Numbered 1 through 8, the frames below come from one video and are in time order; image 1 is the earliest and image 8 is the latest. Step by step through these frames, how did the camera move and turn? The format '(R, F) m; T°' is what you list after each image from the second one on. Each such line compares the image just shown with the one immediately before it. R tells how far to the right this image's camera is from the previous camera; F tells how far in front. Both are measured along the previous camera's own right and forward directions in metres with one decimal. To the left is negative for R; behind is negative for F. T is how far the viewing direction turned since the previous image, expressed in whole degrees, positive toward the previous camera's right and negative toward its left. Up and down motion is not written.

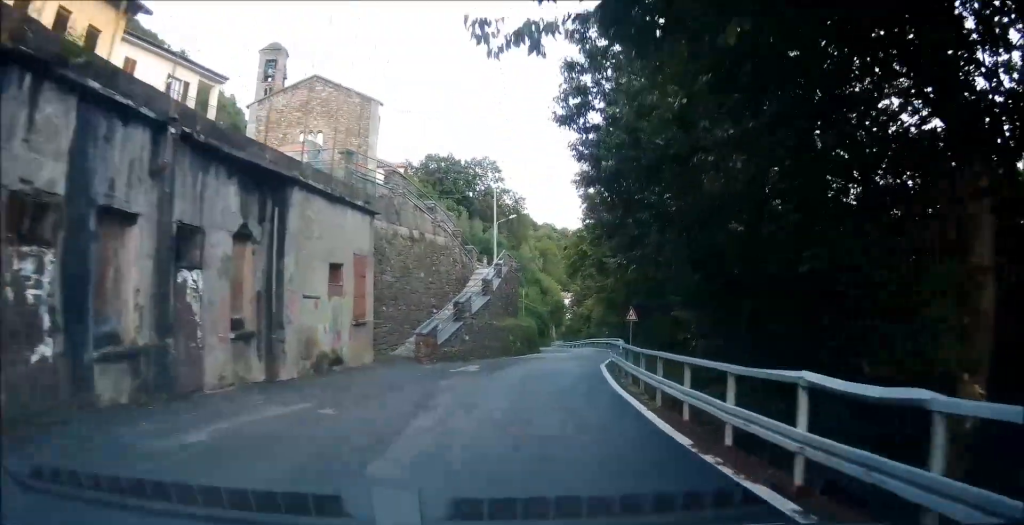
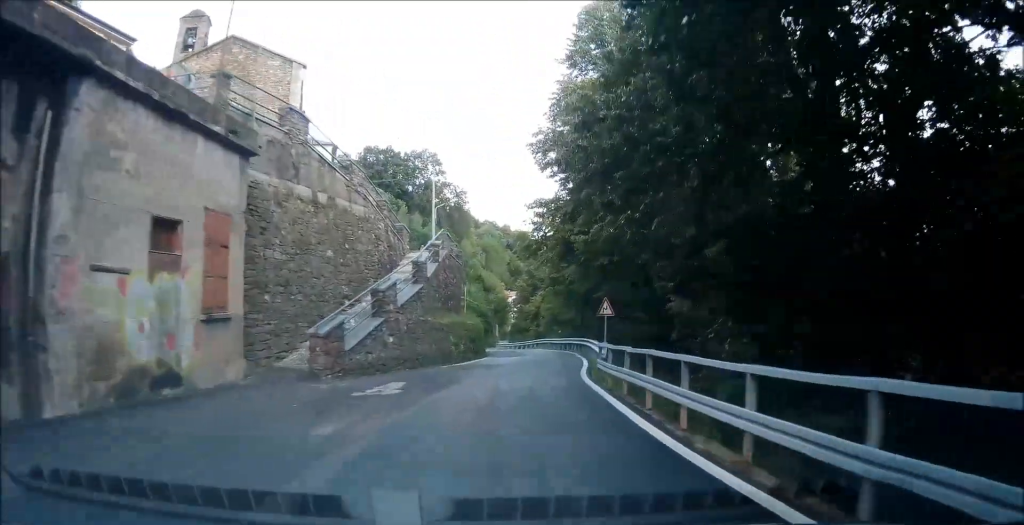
(-0.7, +6.4) m; -6°
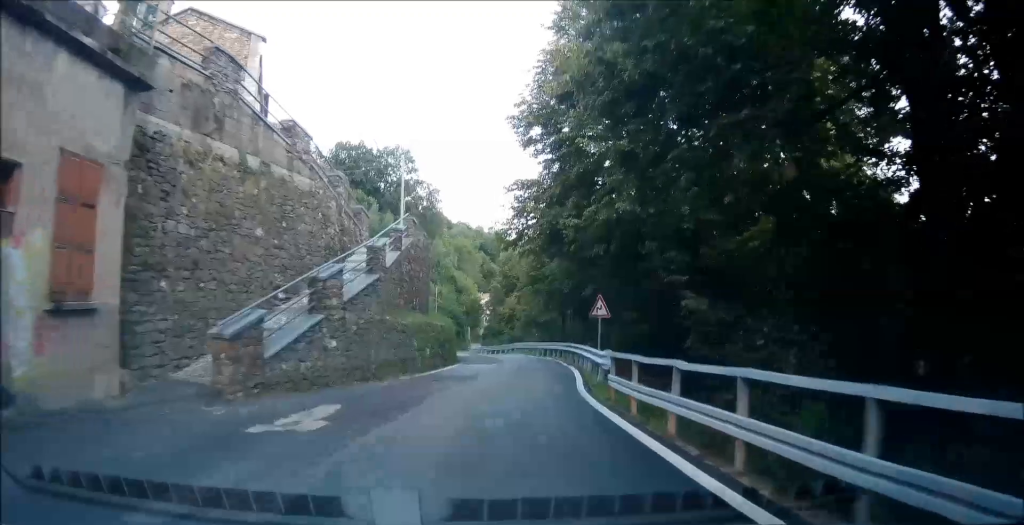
(-0.1, +3.8) m; +2°
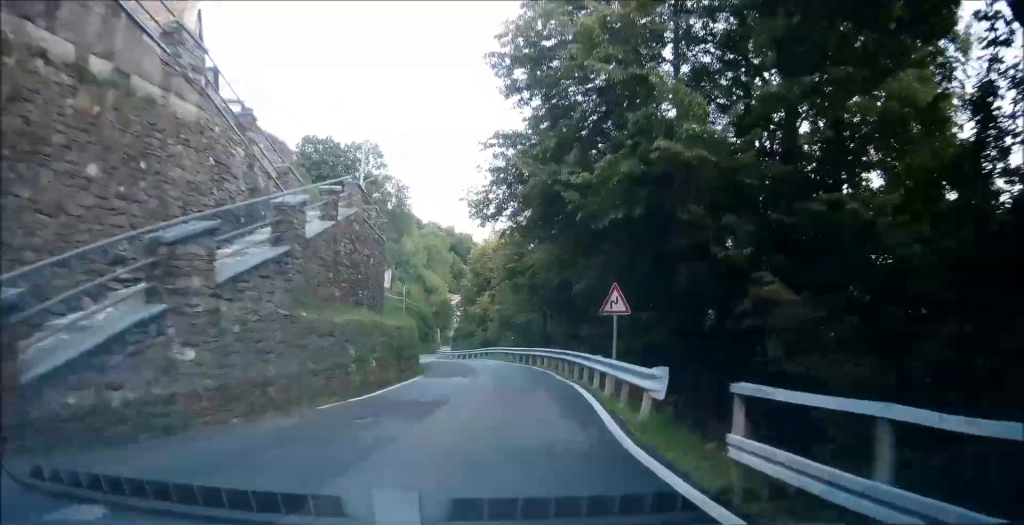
(+0.4, +5.7) m; +5°
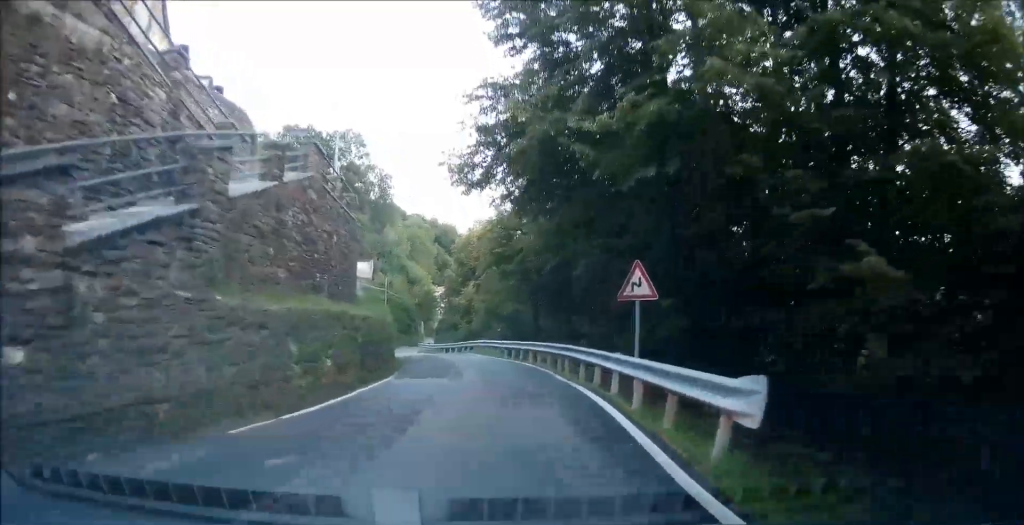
(+0.1, +3.1) m; +1°
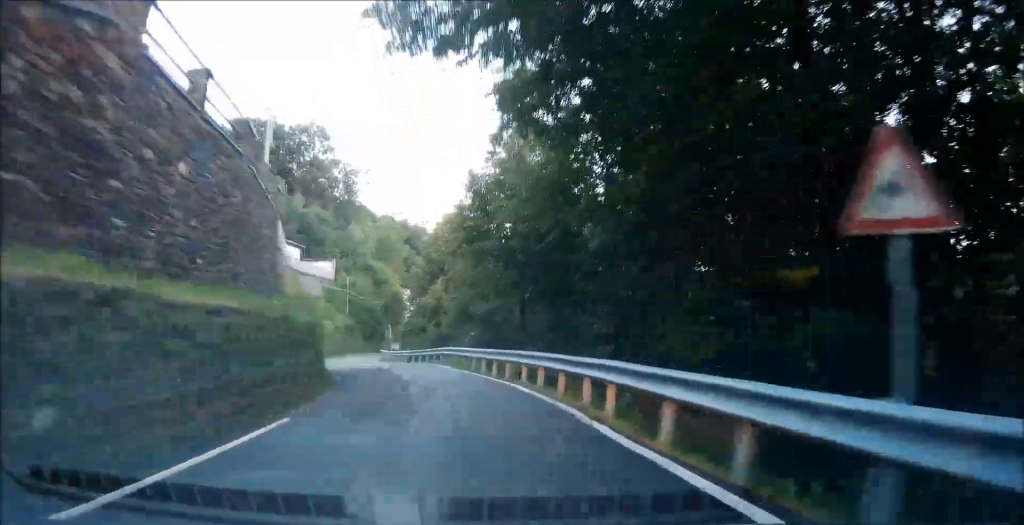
(+0.1, +7.4) m; 0°
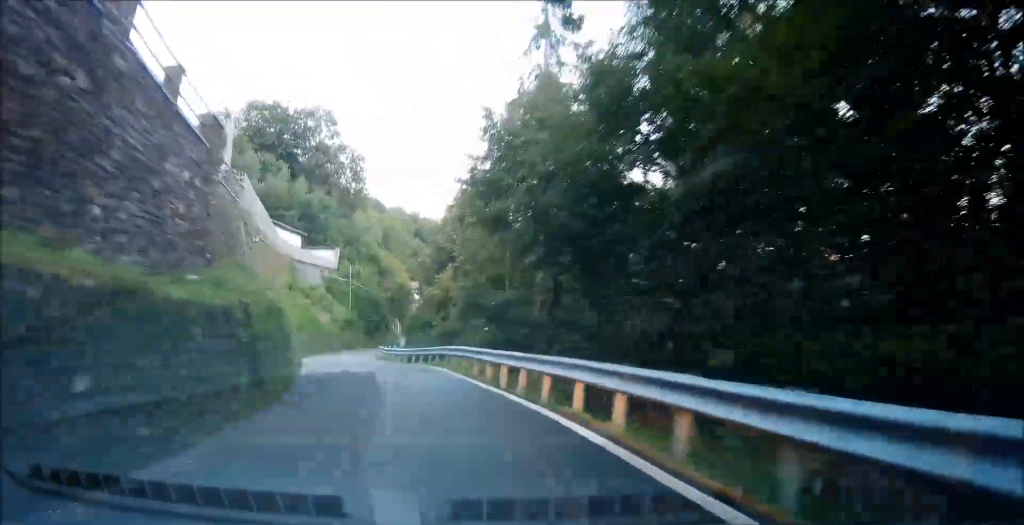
(0.0, +5.6) m; -1°
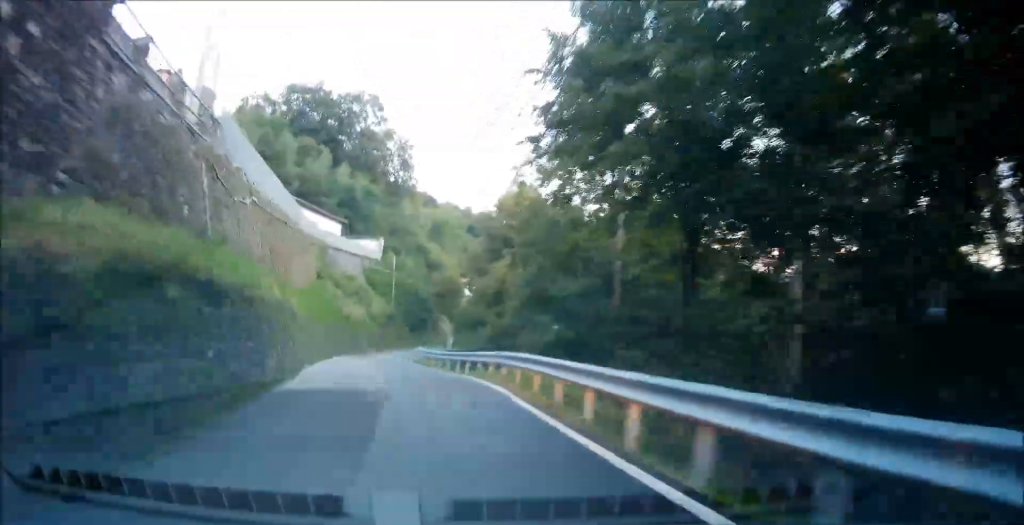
(-0.1, +6.7) m; -1°
